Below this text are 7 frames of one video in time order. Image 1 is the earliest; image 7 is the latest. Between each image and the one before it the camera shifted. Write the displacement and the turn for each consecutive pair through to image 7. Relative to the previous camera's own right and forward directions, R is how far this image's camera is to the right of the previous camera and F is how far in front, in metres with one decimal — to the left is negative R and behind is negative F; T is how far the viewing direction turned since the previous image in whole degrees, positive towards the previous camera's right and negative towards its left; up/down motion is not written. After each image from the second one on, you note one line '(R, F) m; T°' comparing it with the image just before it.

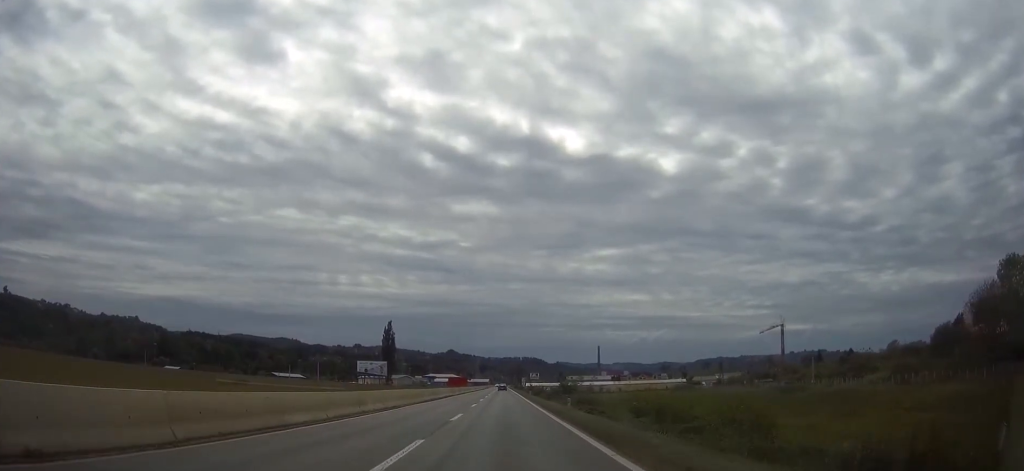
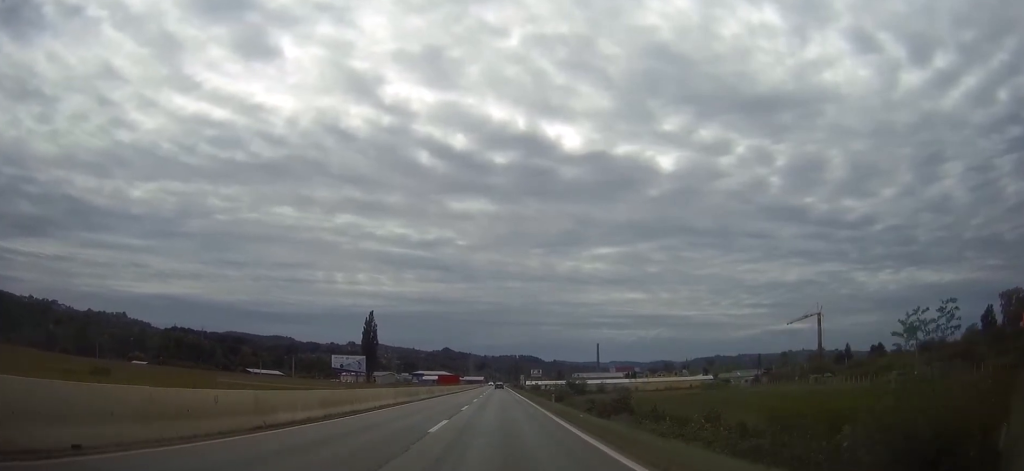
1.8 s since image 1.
(-0.1, +36.7) m; 0°
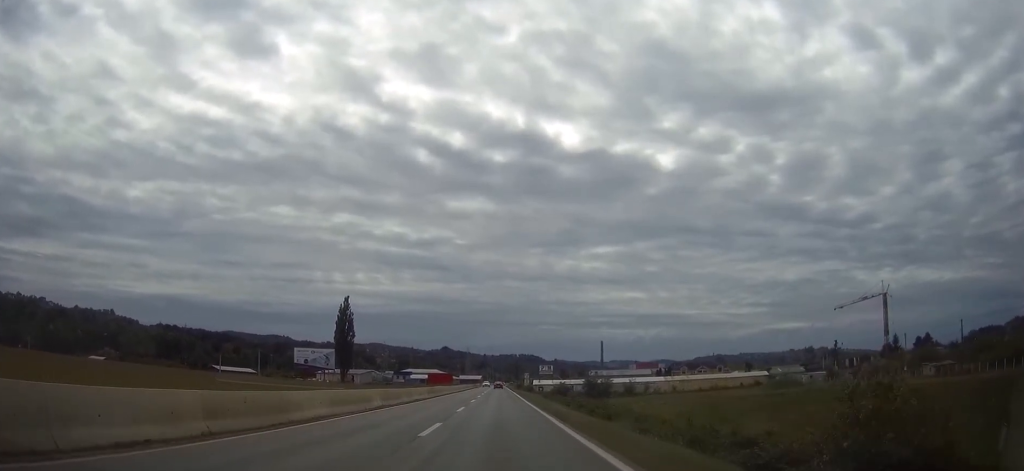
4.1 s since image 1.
(+0.3, +45.6) m; 0°
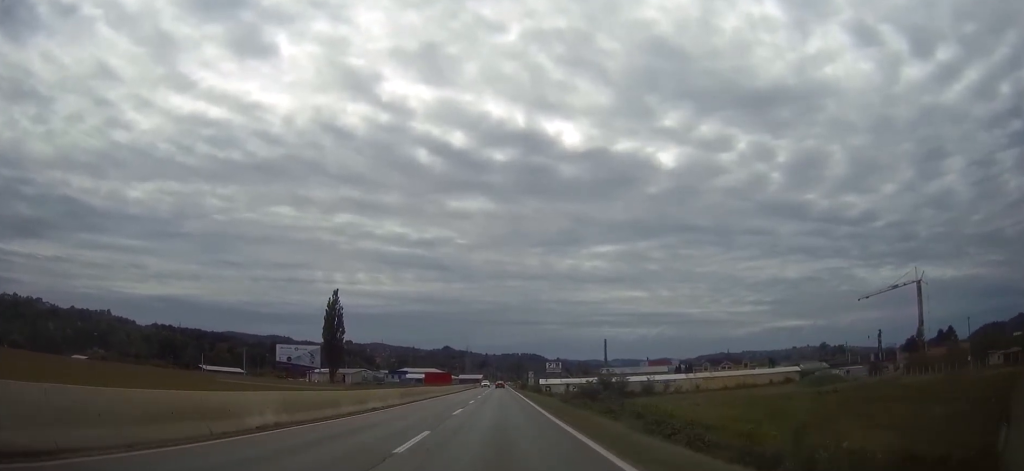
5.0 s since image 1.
(-0.1, +18.1) m; 0°
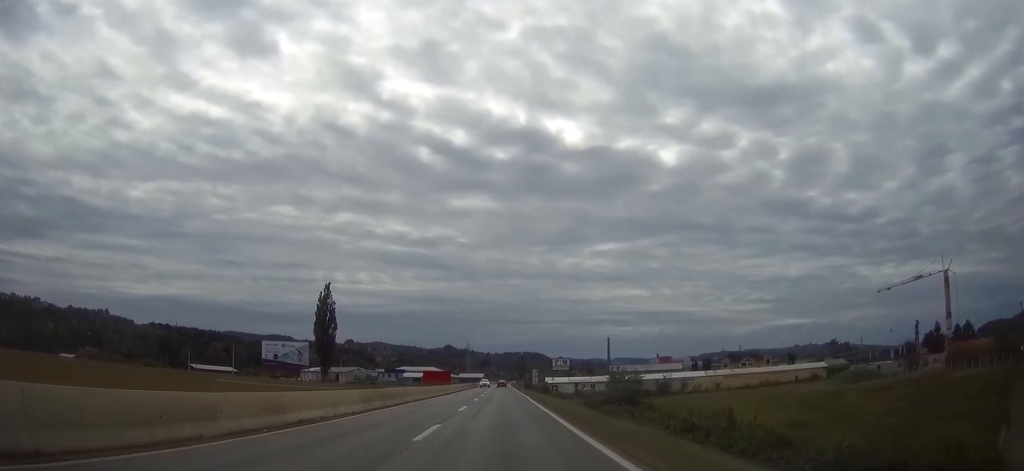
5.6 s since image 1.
(0.0, +12.7) m; 0°
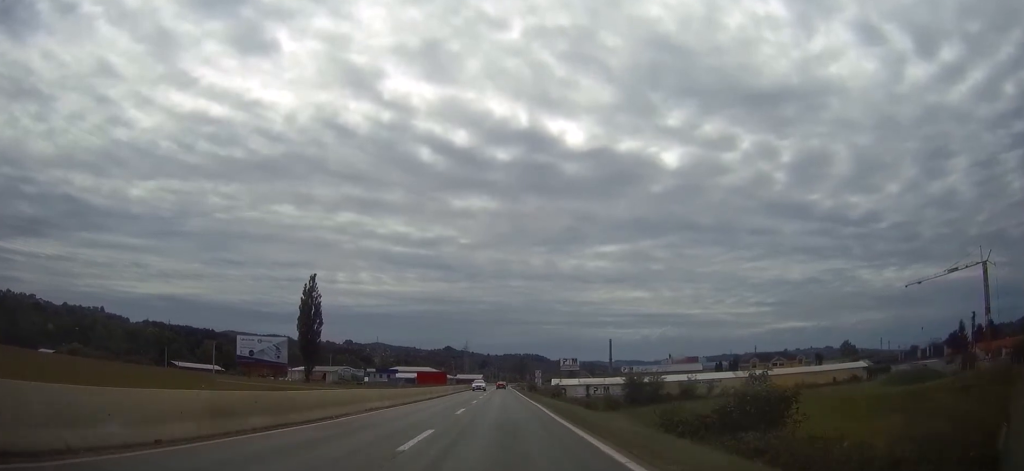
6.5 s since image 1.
(0.0, +17.2) m; 0°
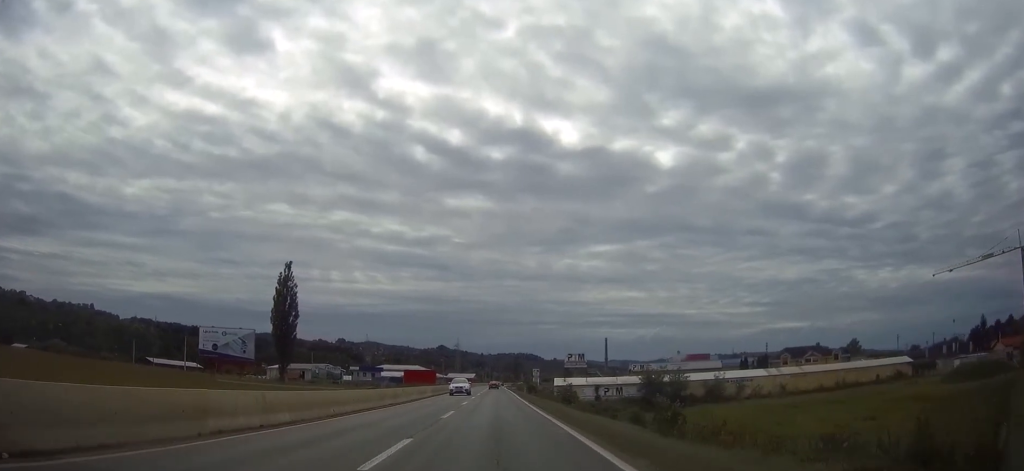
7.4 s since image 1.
(+0.1, +17.7) m; 0°
